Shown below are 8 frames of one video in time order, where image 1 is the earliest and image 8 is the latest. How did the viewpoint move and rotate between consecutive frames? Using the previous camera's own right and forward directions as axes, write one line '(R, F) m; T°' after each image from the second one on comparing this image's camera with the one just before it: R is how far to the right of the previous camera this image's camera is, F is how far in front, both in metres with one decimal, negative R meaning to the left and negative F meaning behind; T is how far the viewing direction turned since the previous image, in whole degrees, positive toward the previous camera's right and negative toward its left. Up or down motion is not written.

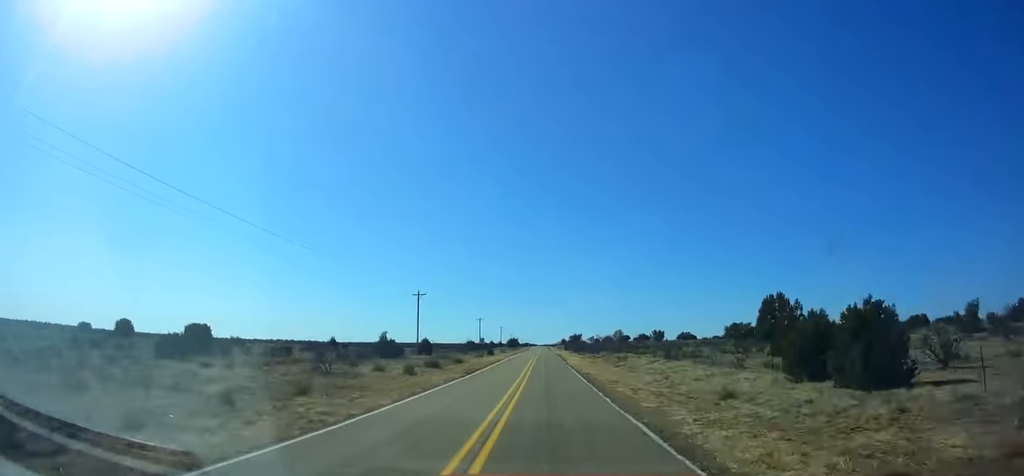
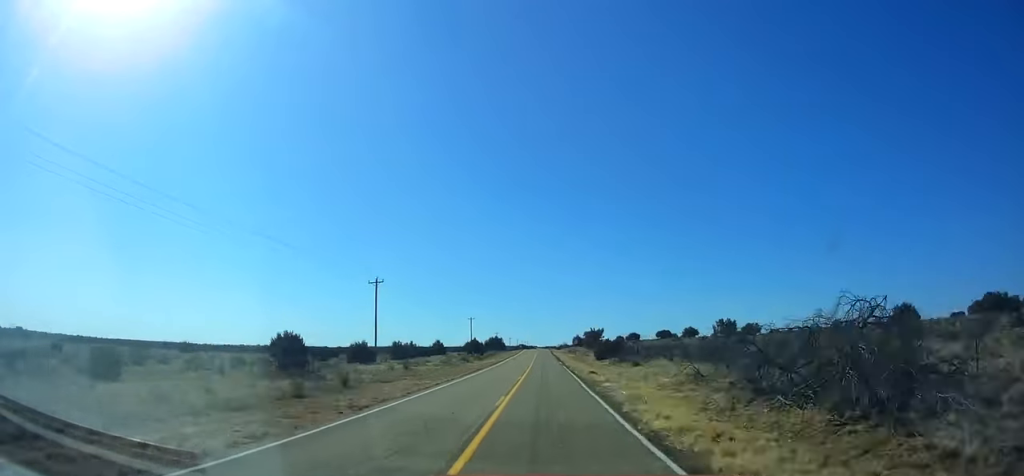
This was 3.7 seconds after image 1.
(-0.5, +111.9) m; 0°
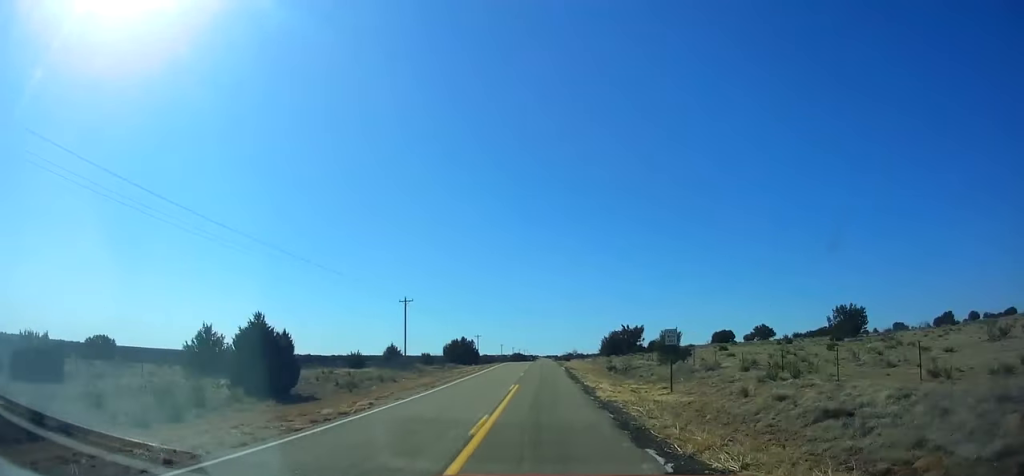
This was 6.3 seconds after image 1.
(+0.6, +78.3) m; 0°
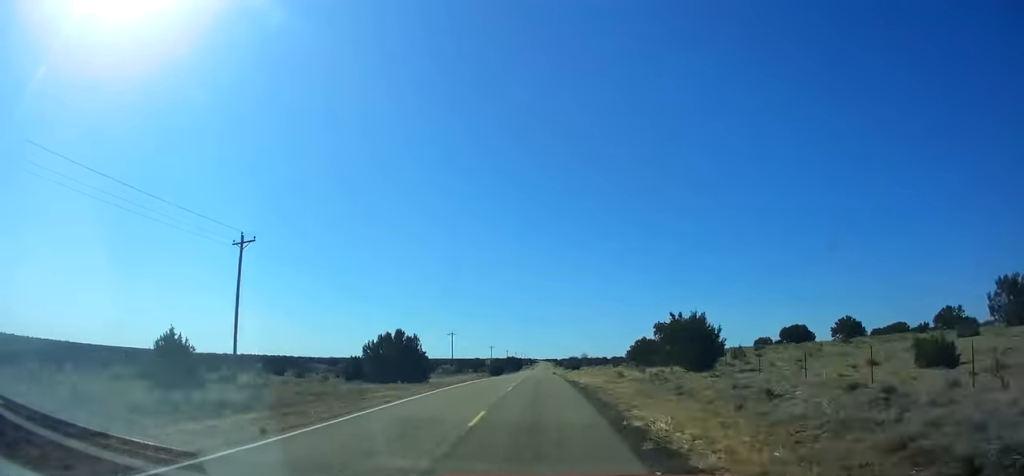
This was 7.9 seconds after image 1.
(-0.4, +48.0) m; 0°
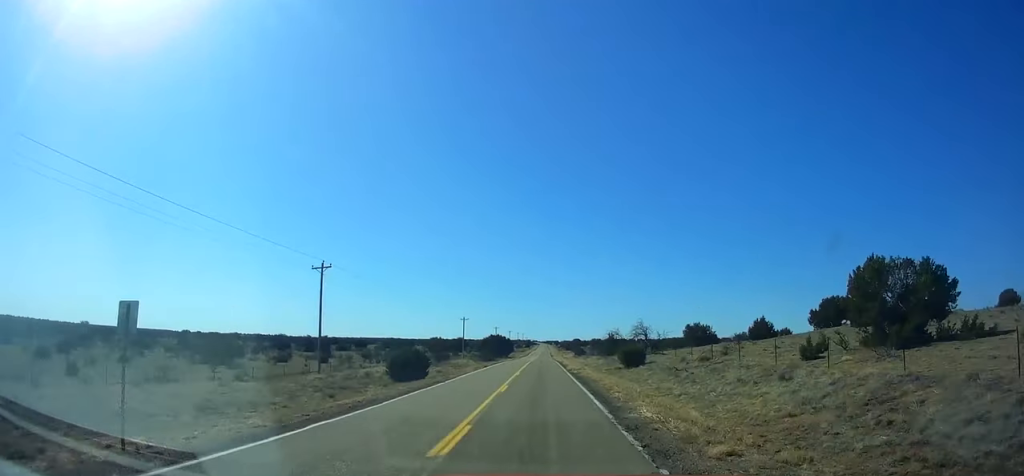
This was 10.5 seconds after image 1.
(-0.3, +78.1) m; 0°
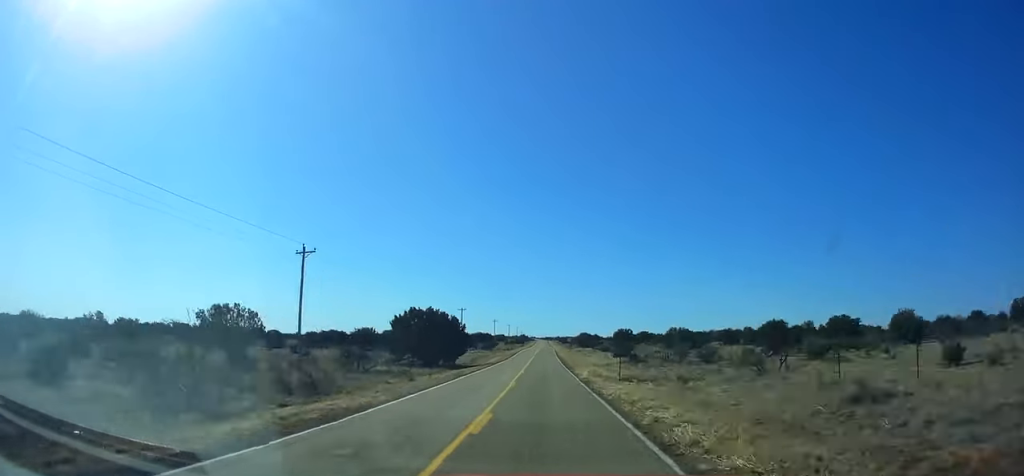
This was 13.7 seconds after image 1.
(+0.1, +96.1) m; 0°
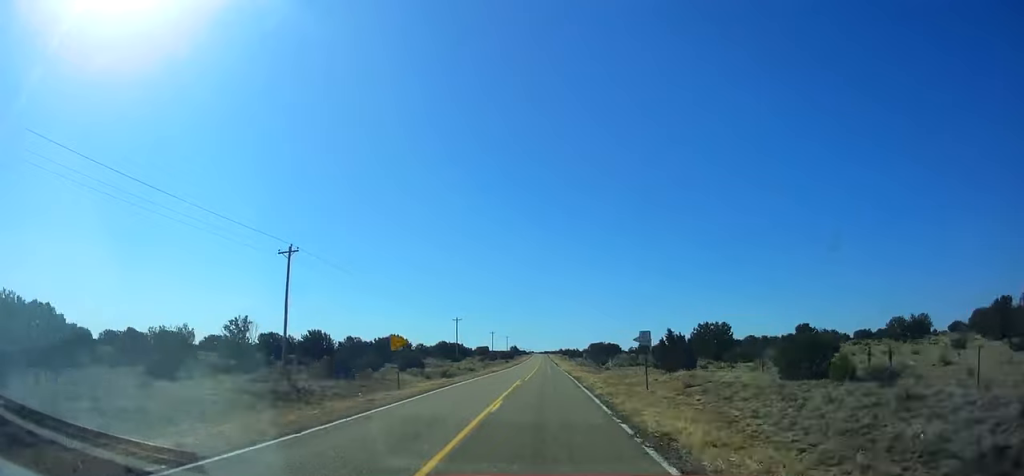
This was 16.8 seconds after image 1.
(+0.1, +93.7) m; 0°
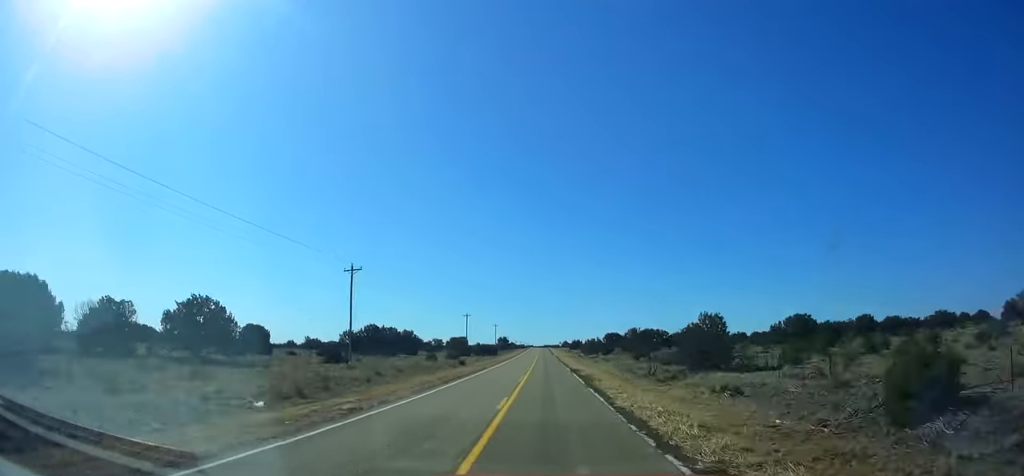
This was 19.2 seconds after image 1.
(+0.1, +72.9) m; 0°
